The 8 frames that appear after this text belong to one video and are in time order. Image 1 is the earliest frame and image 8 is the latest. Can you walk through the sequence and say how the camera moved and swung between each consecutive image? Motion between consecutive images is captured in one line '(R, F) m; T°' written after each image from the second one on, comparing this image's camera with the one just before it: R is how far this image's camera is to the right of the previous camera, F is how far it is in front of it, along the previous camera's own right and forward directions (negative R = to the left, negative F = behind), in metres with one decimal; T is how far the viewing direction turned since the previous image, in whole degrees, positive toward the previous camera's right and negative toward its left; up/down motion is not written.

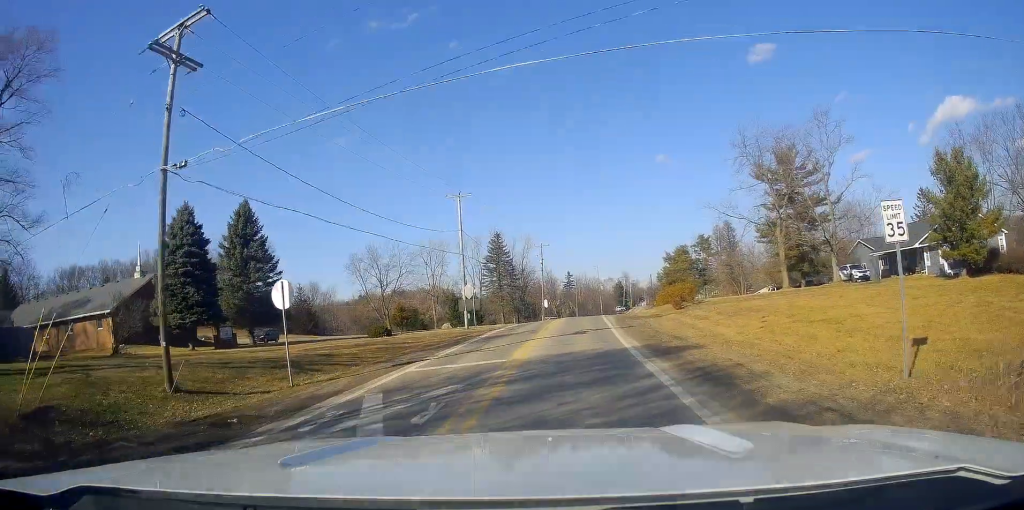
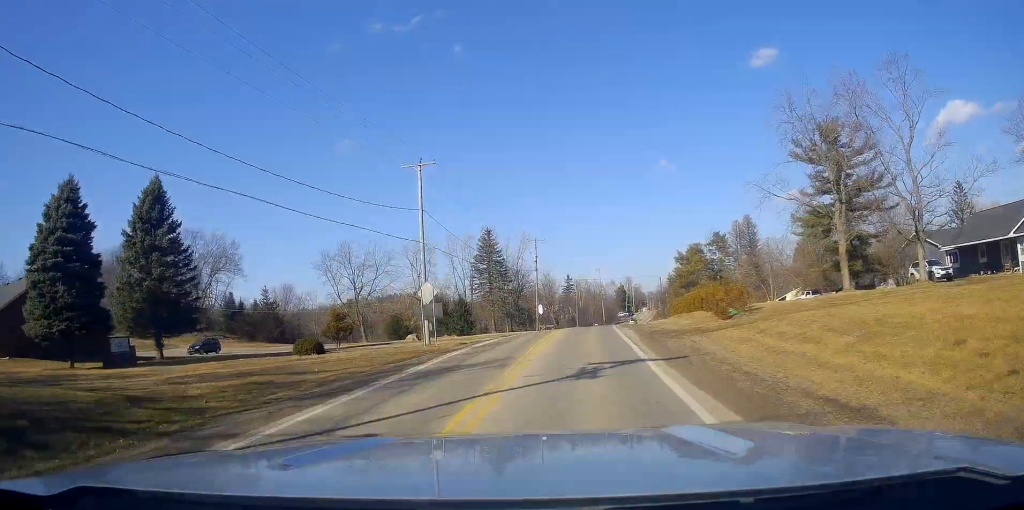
(+0.2, +14.4) m; +2°
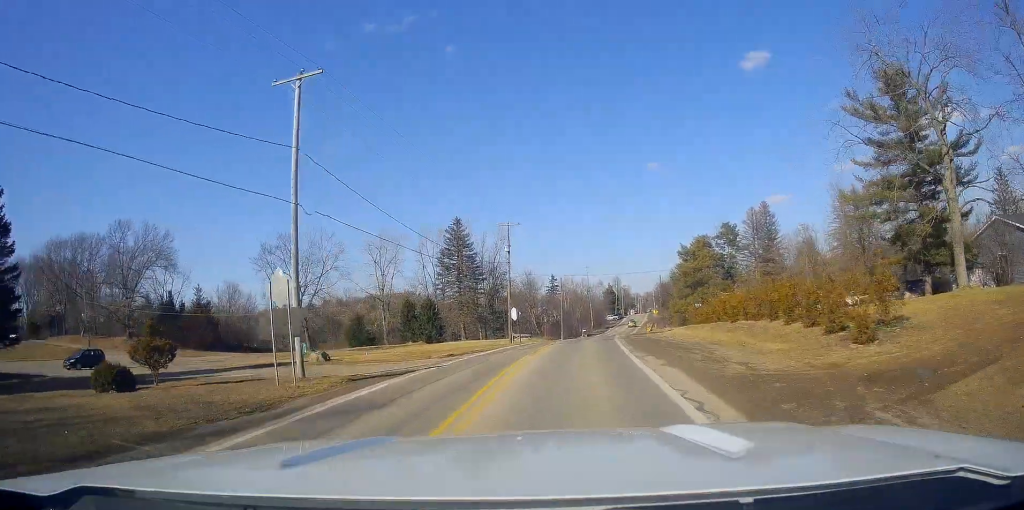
(+0.5, +16.5) m; +3°
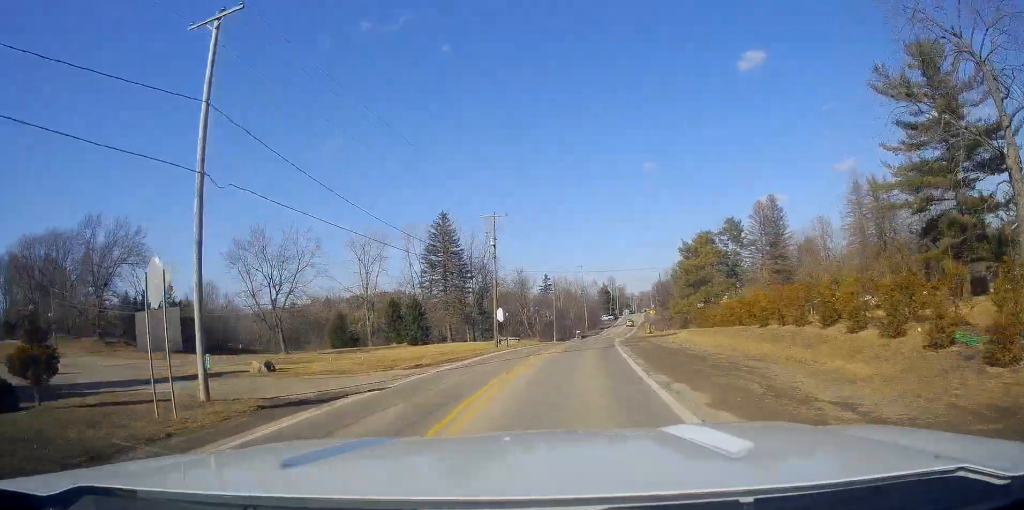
(+0.1, +5.9) m; +1°
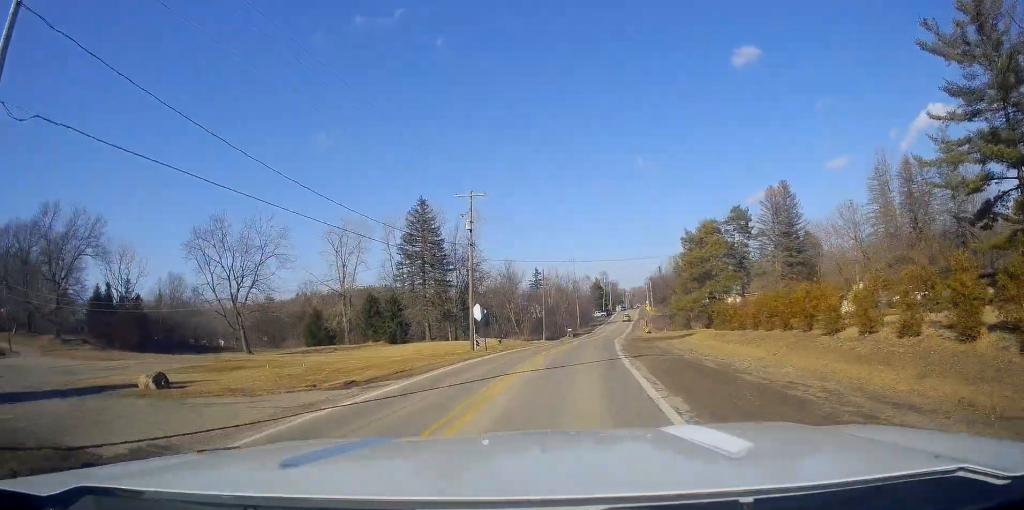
(0.0, +7.0) m; 0°
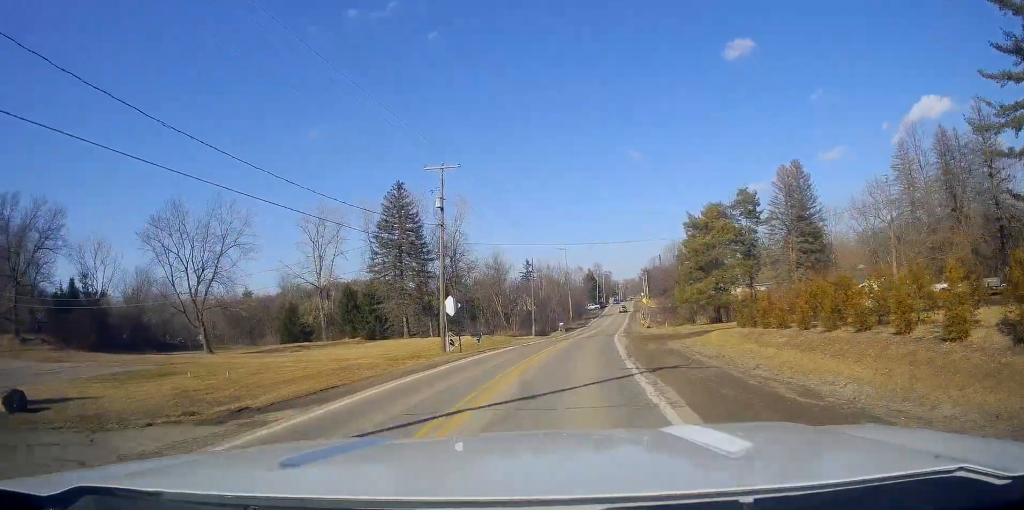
(0.0, +6.1) m; 0°
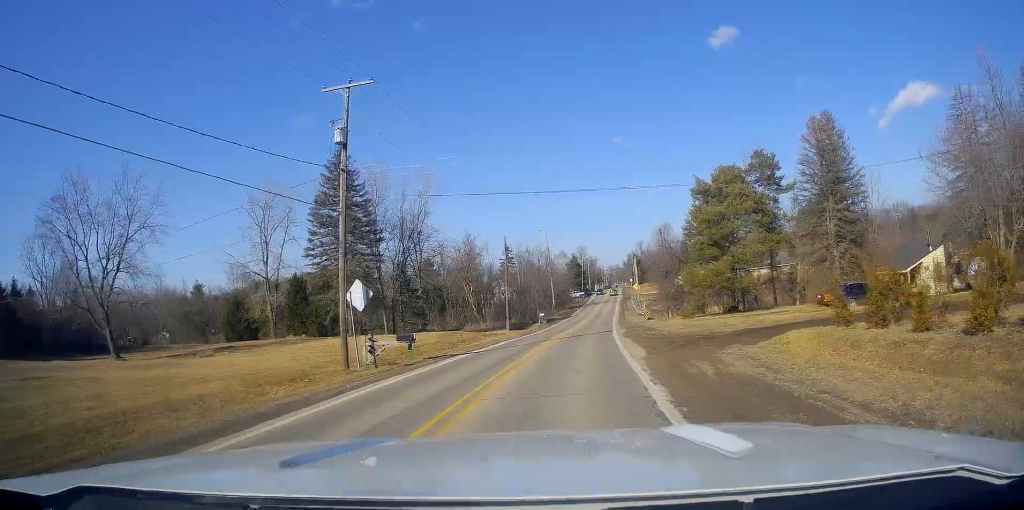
(0.0, +11.5) m; 0°
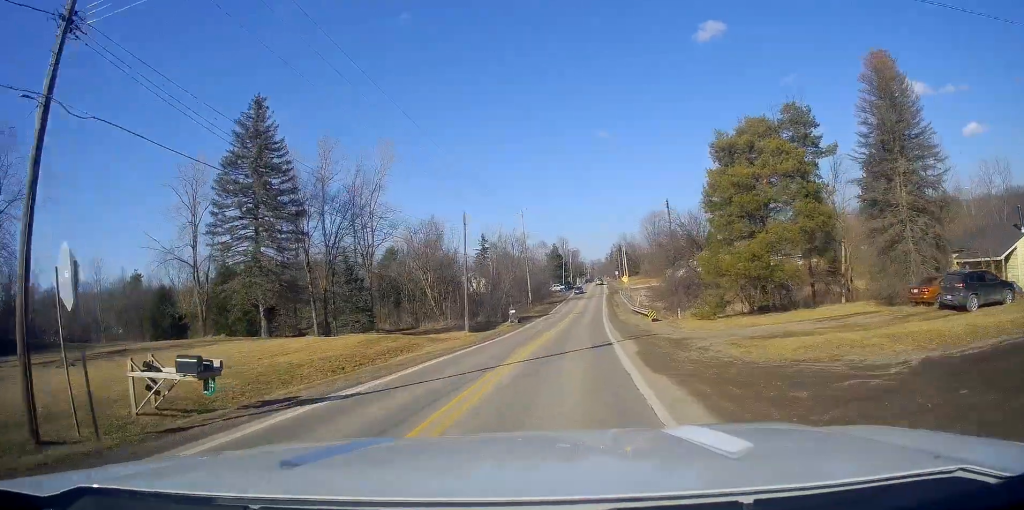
(0.0, +13.1) m; +1°
